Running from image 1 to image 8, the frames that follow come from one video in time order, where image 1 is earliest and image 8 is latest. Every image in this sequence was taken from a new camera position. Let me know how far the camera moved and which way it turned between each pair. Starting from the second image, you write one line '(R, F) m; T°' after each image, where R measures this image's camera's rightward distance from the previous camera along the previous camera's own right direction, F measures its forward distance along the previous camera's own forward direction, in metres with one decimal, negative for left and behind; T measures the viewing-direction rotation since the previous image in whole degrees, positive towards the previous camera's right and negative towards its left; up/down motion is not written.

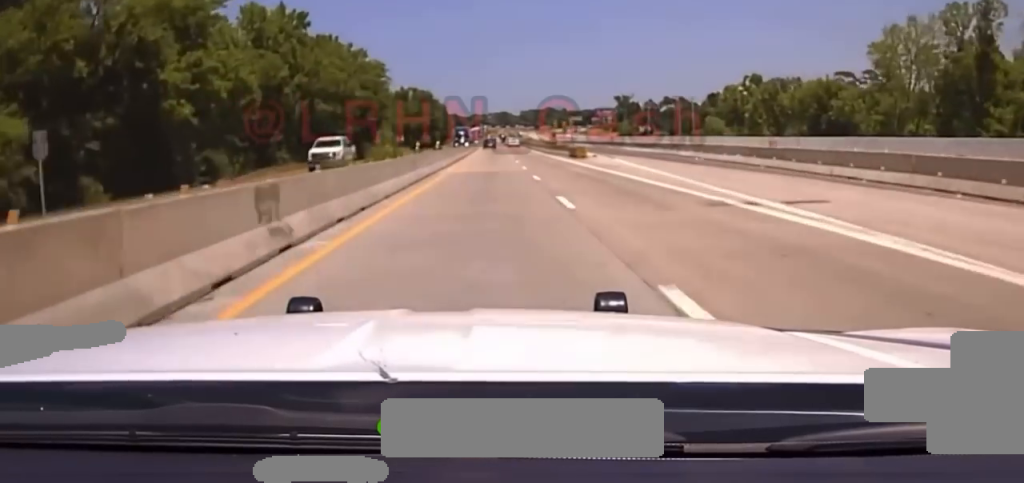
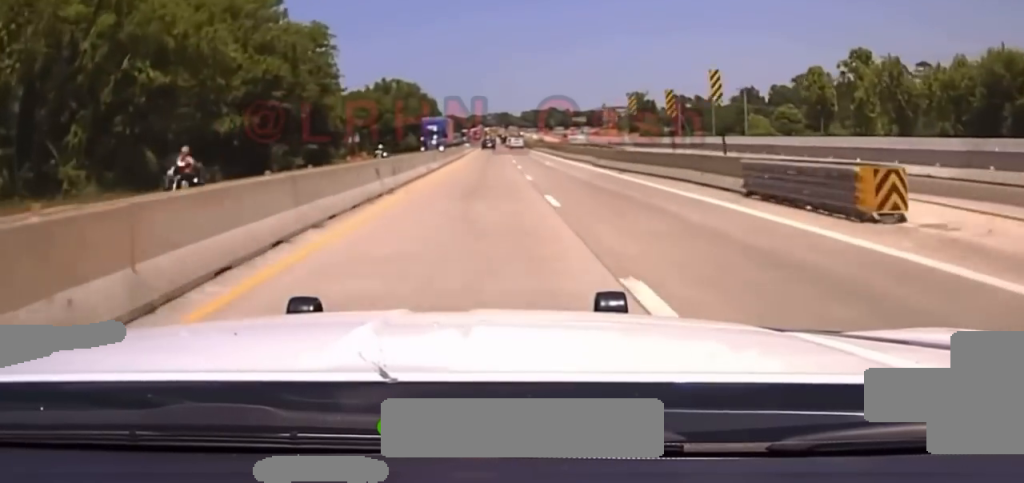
(+0.1, +51.7) m; 0°
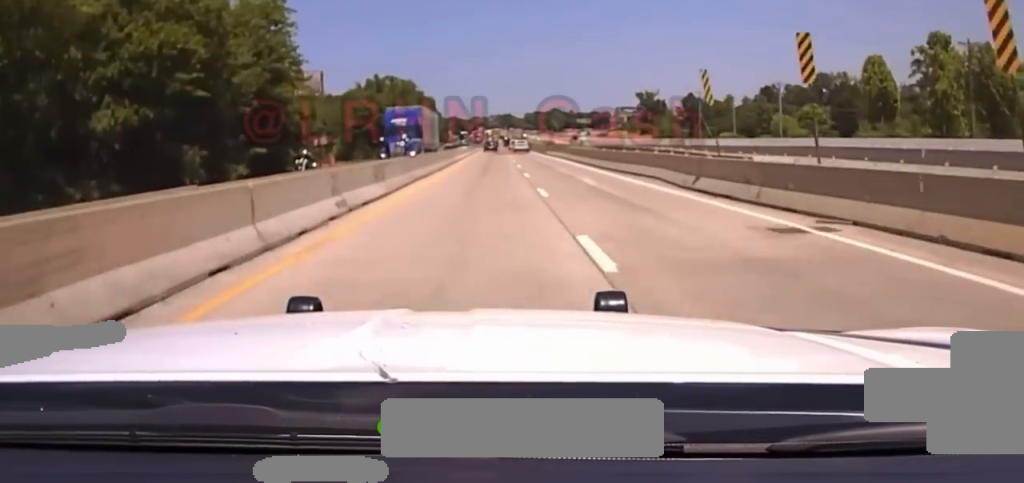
(-0.1, +22.7) m; 0°
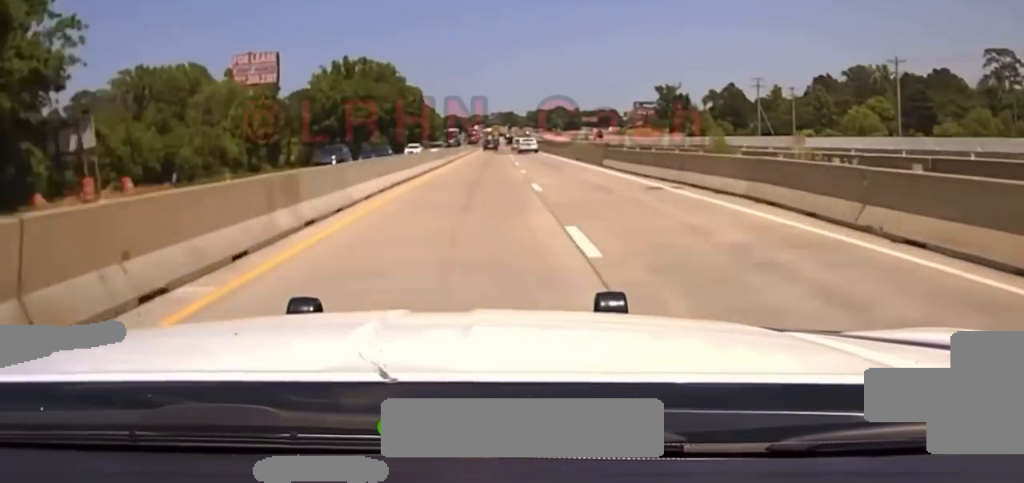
(-0.2, +54.6) m; 0°
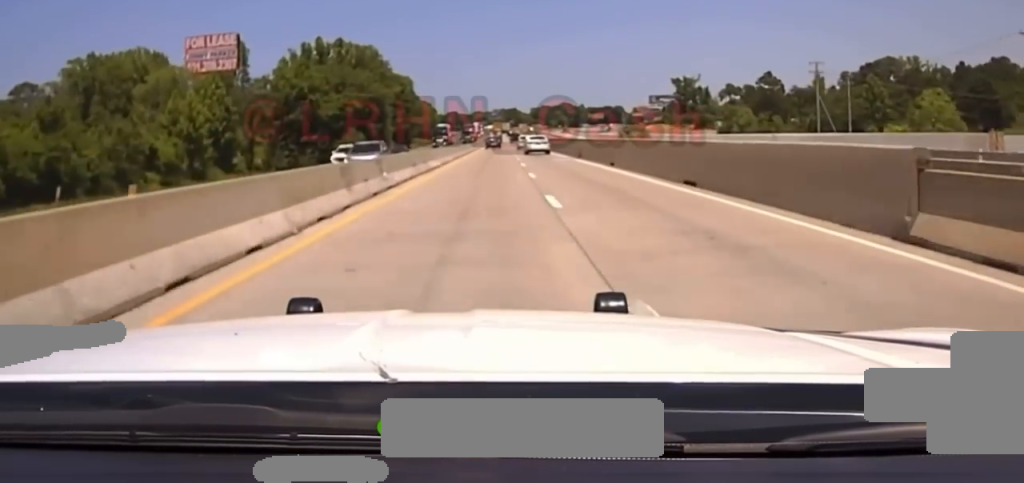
(0.0, +33.3) m; 0°
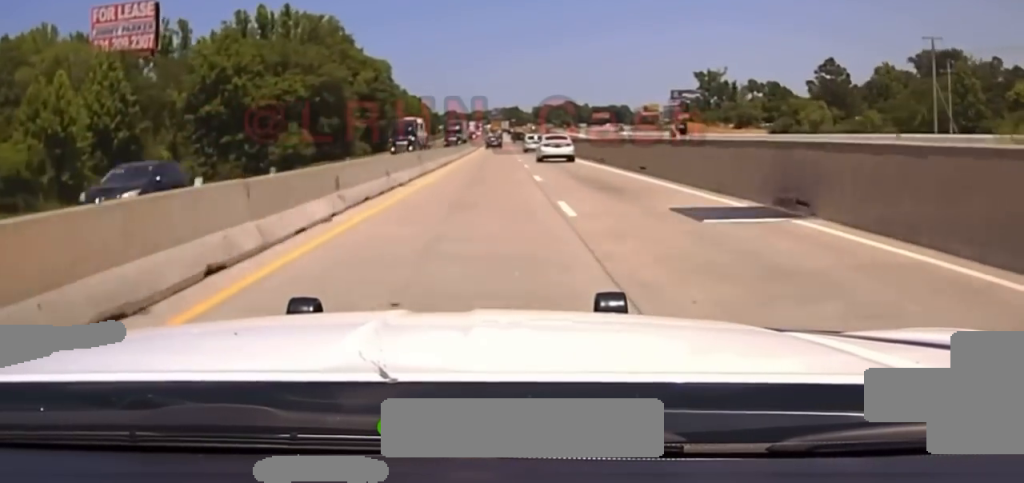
(-0.1, +39.7) m; 0°
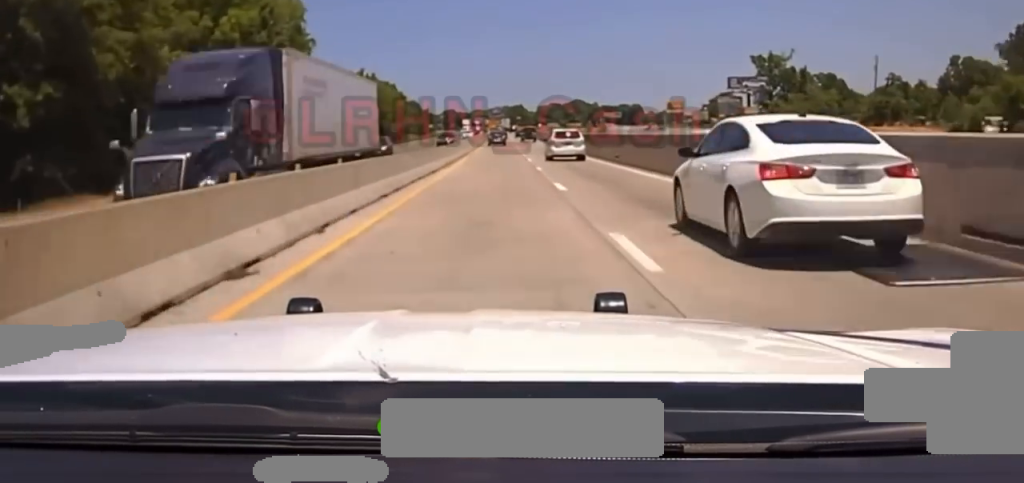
(+0.3, +60.8) m; 0°
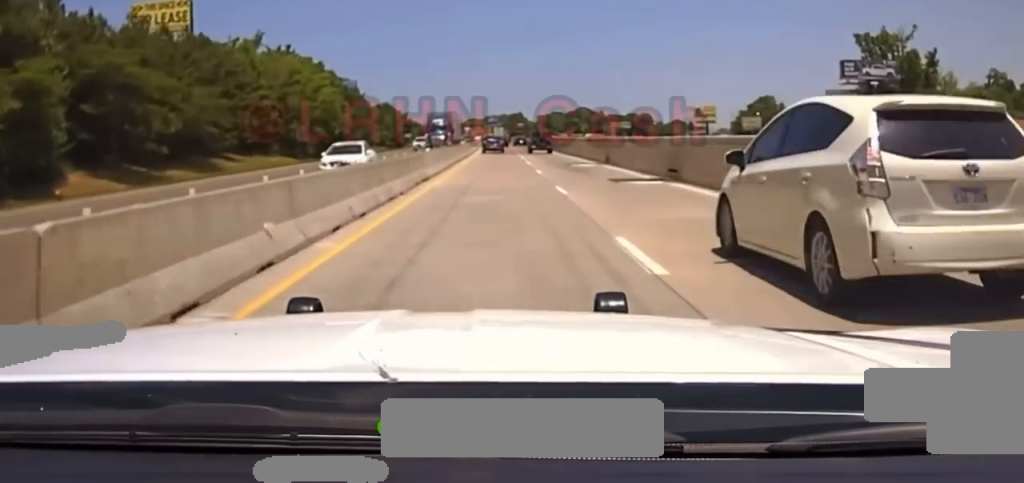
(-0.2, +70.9) m; 0°
